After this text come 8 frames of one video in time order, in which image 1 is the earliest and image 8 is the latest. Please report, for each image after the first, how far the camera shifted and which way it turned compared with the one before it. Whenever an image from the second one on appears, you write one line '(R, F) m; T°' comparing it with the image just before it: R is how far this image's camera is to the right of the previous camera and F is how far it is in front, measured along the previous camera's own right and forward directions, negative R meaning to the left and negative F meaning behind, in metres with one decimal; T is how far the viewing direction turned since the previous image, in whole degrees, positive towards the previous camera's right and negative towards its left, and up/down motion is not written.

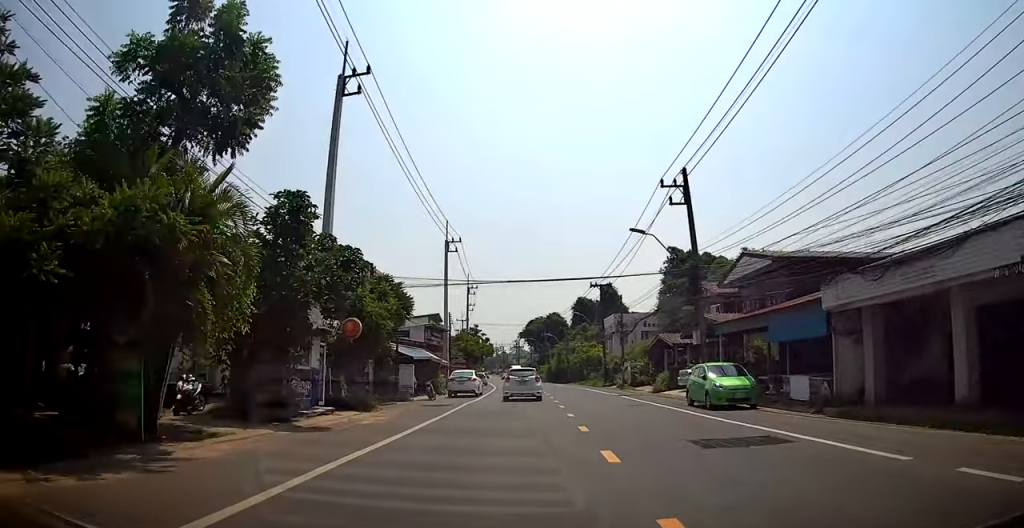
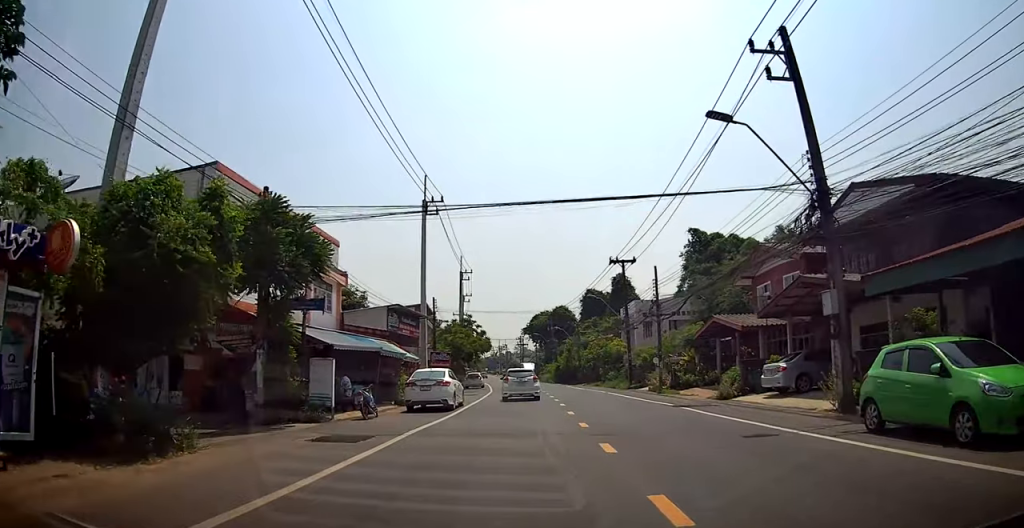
(+0.2, +10.9) m; -1°
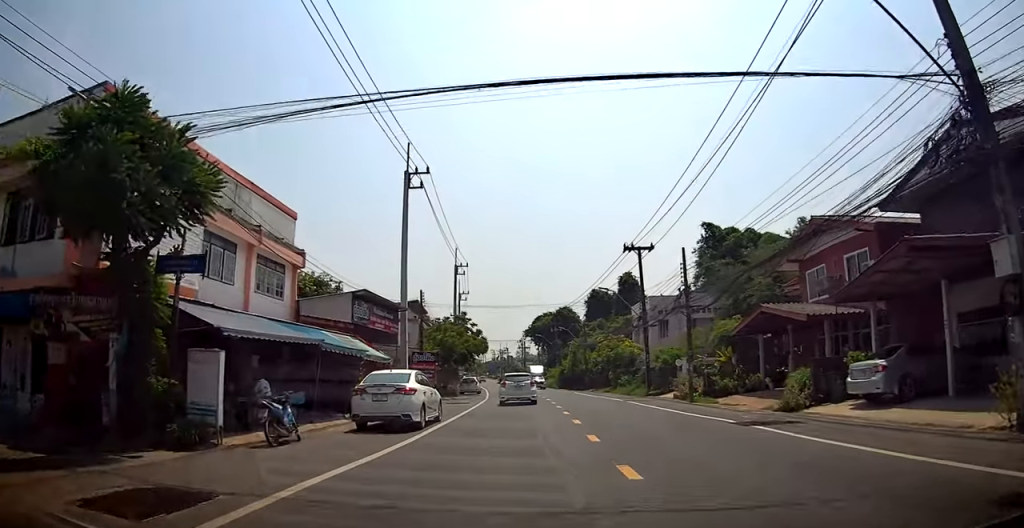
(-0.1, +5.8) m; -1°
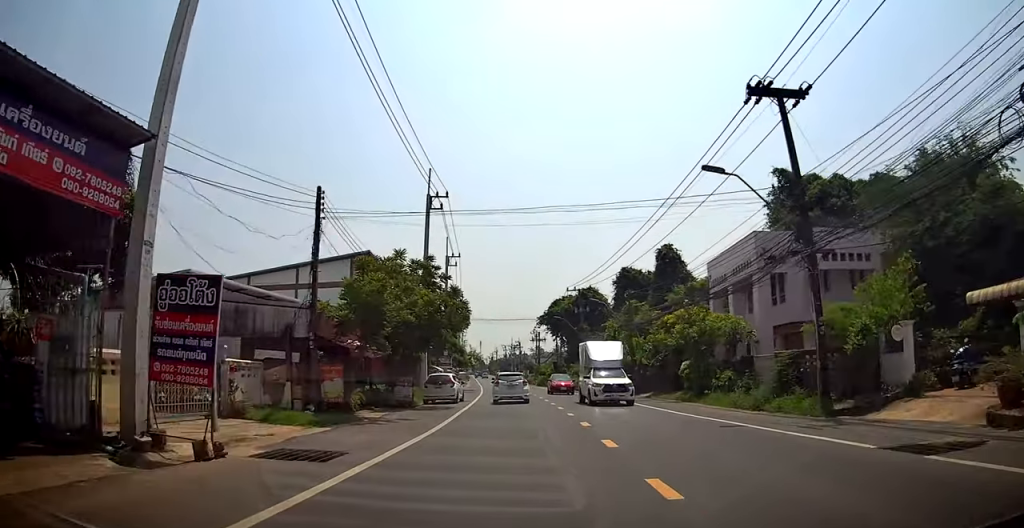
(+0.2, +20.9) m; -1°
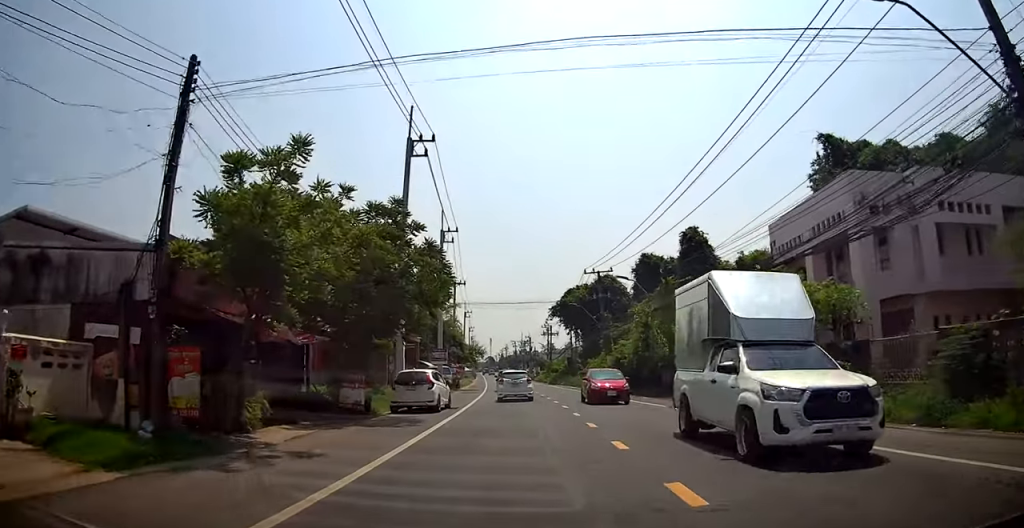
(-0.5, +8.3) m; -1°
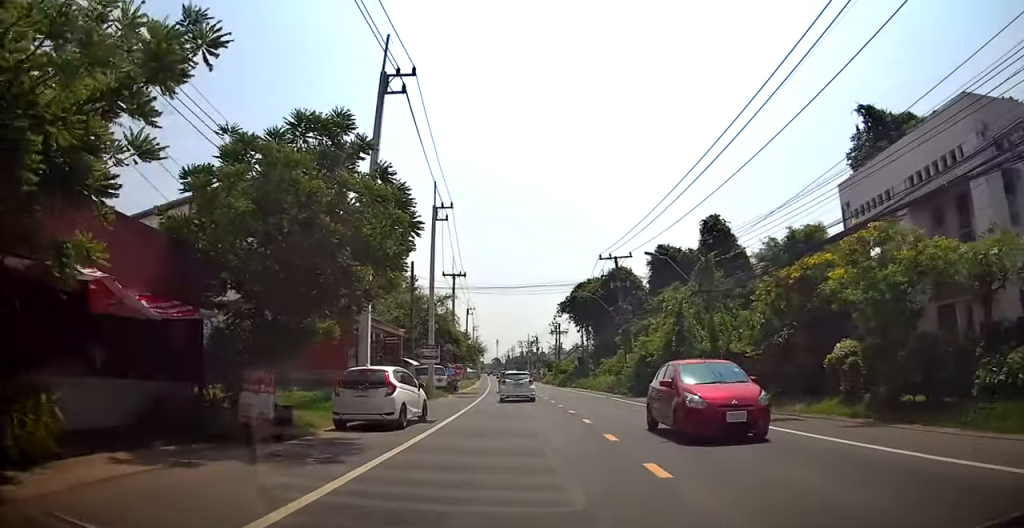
(+0.2, +6.5) m; 0°
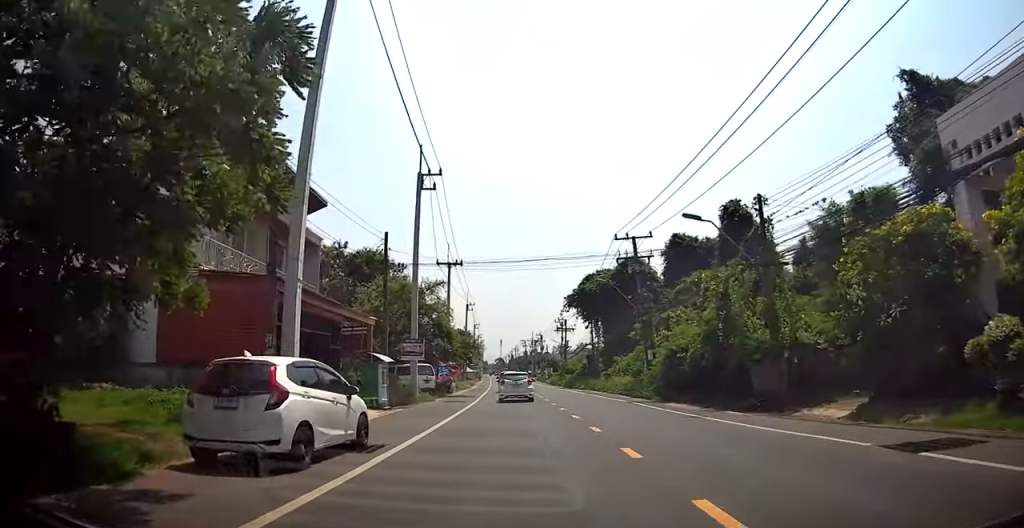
(+0.3, +6.3) m; 0°
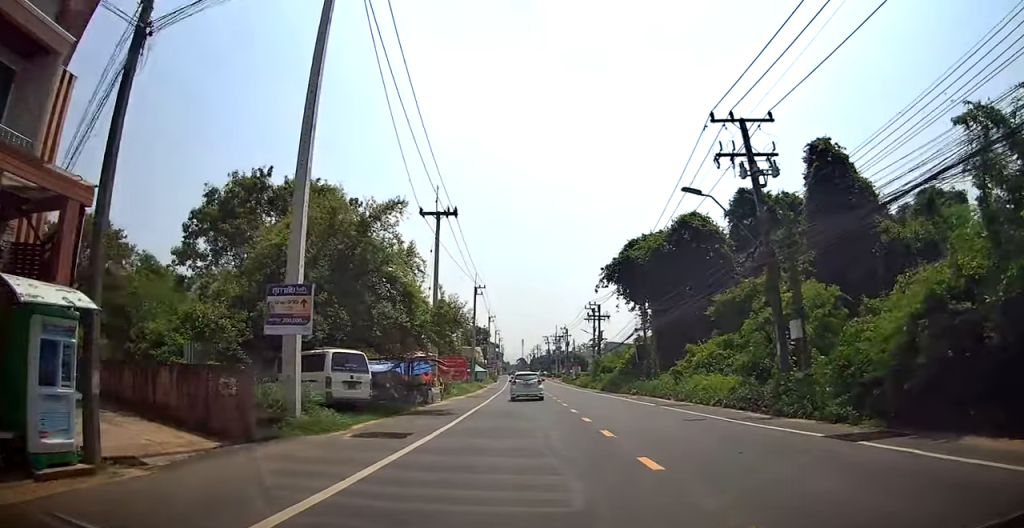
(-0.5, +17.7) m; -1°
